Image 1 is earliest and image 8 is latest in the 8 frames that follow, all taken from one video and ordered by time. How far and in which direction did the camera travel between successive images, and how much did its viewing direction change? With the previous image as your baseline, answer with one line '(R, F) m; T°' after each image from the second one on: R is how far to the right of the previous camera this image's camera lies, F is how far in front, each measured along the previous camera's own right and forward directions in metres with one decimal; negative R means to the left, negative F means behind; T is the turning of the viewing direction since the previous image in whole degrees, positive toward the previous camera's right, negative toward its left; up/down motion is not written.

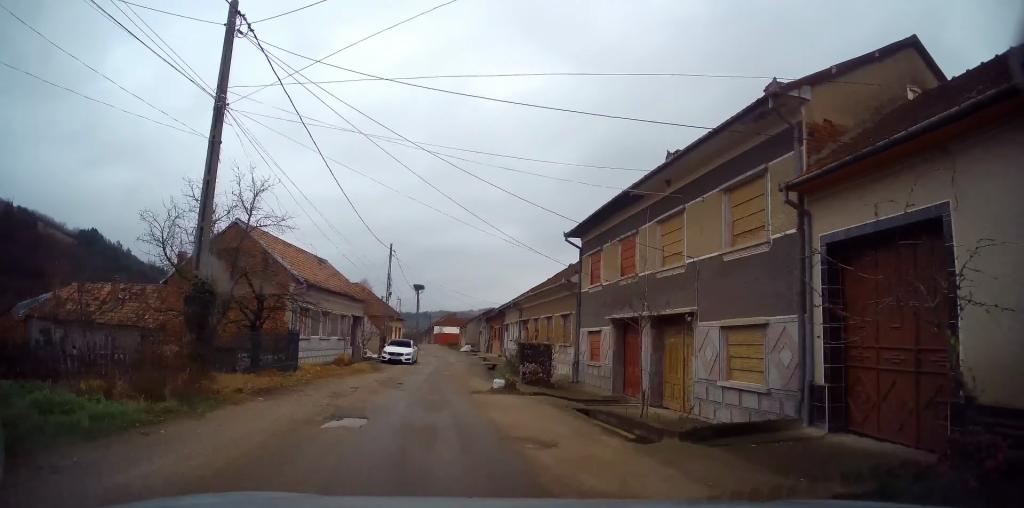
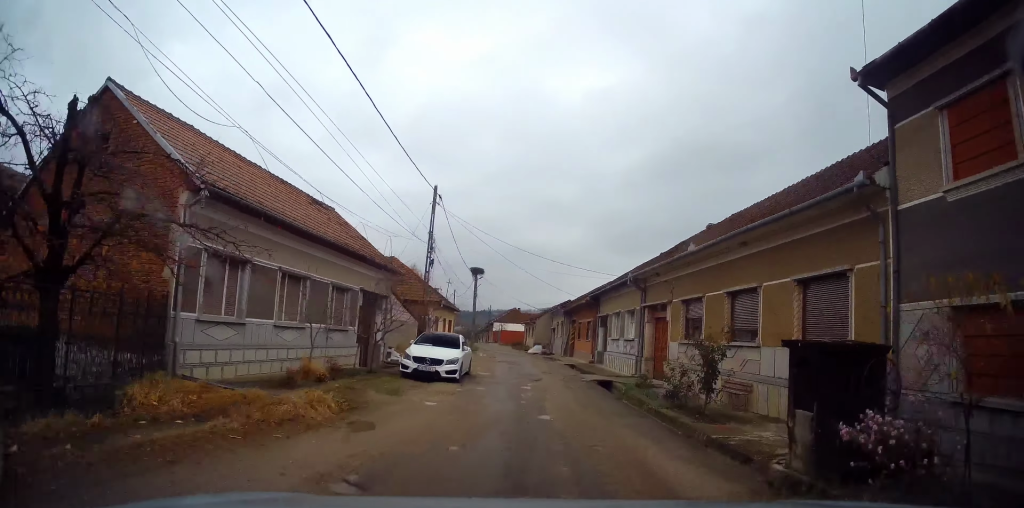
(-0.8, +15.2) m; -1°
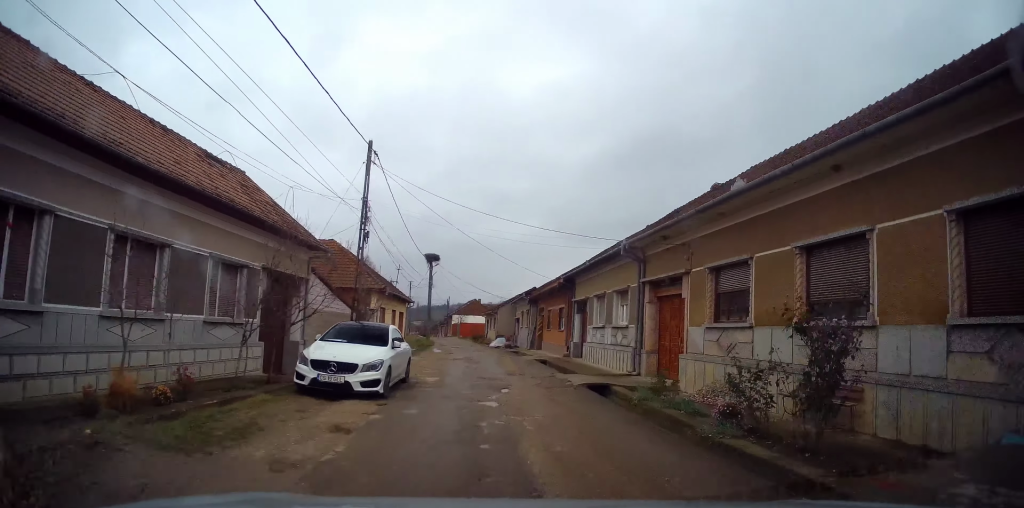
(0.0, +5.8) m; +2°
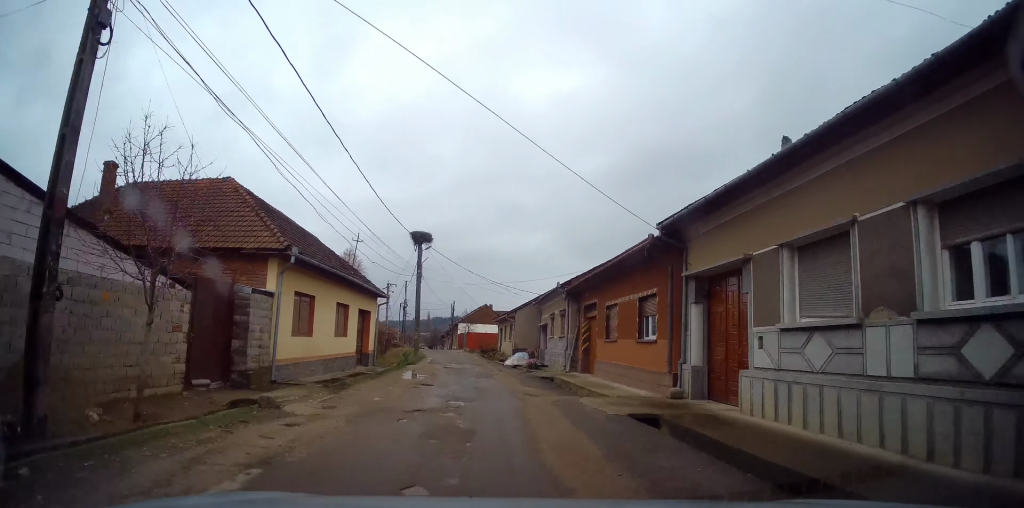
(+0.2, +15.5) m; -2°
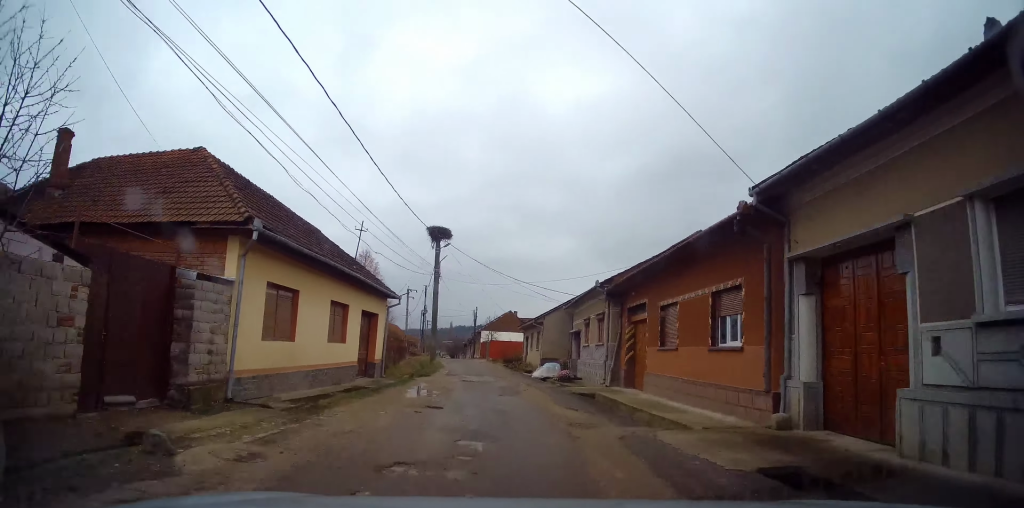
(-0.2, +4.0) m; -2°
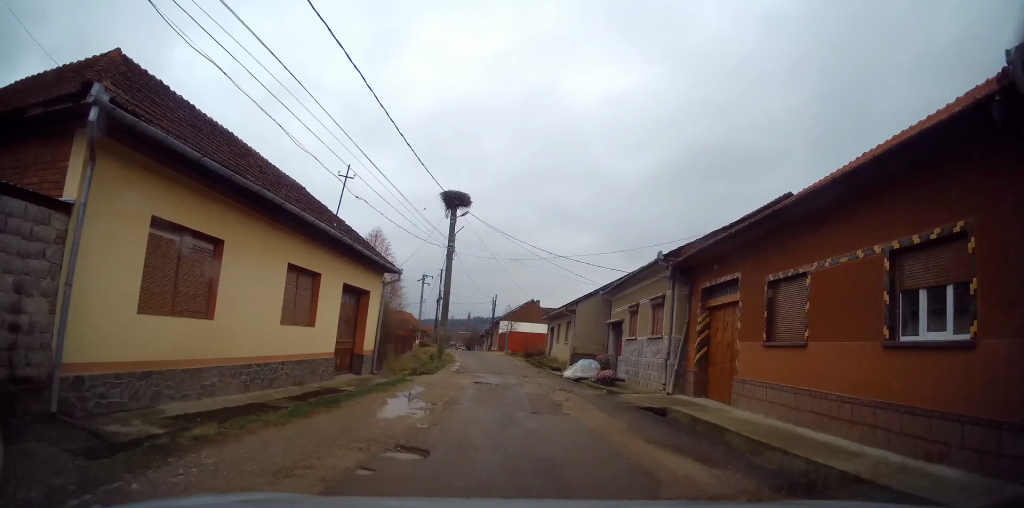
(-0.1, +5.8) m; -1°
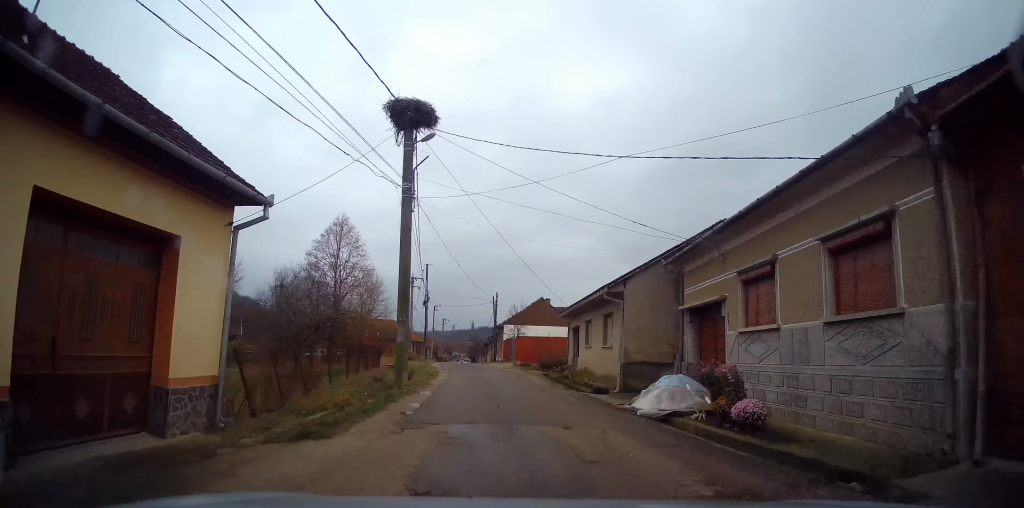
(+0.1, +11.8) m; 0°
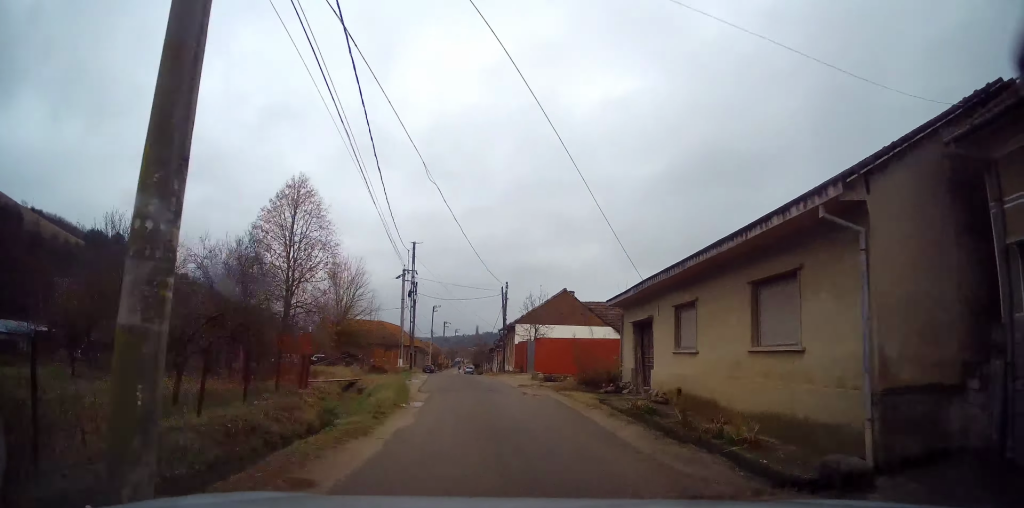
(-0.1, +12.3) m; -2°
